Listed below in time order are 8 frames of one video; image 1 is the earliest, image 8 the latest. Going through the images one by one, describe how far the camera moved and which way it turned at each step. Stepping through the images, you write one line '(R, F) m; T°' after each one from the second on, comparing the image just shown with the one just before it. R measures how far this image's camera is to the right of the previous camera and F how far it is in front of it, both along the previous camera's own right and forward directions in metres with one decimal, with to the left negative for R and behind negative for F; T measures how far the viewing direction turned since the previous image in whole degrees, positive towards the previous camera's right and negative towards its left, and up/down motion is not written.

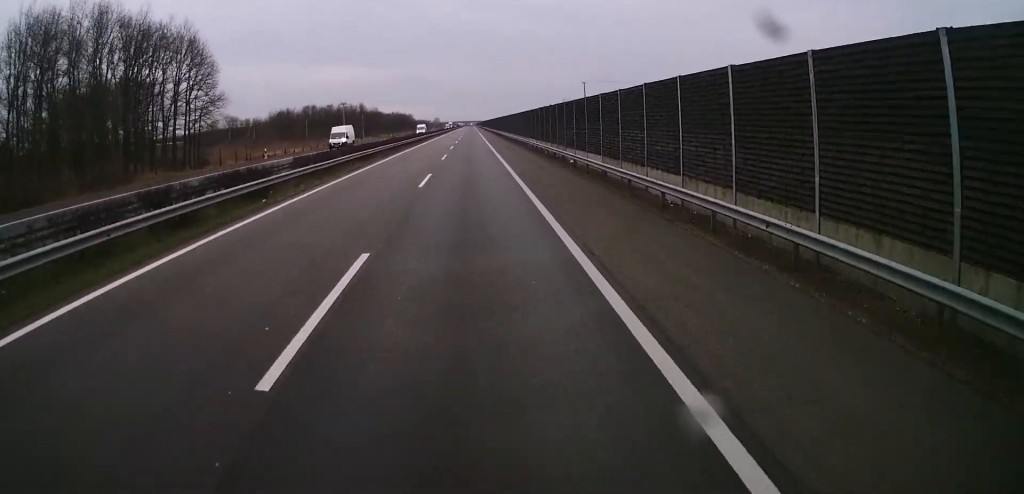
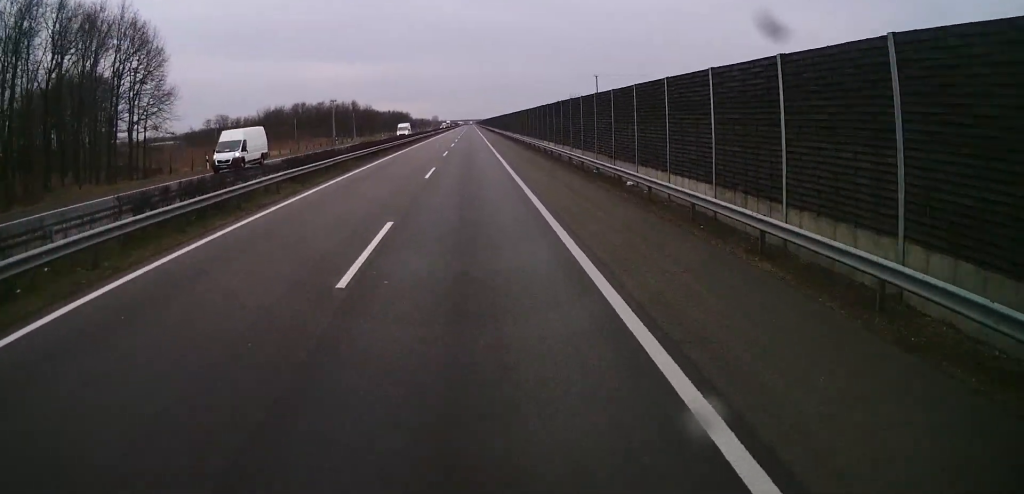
(+0.2, +14.9) m; 0°
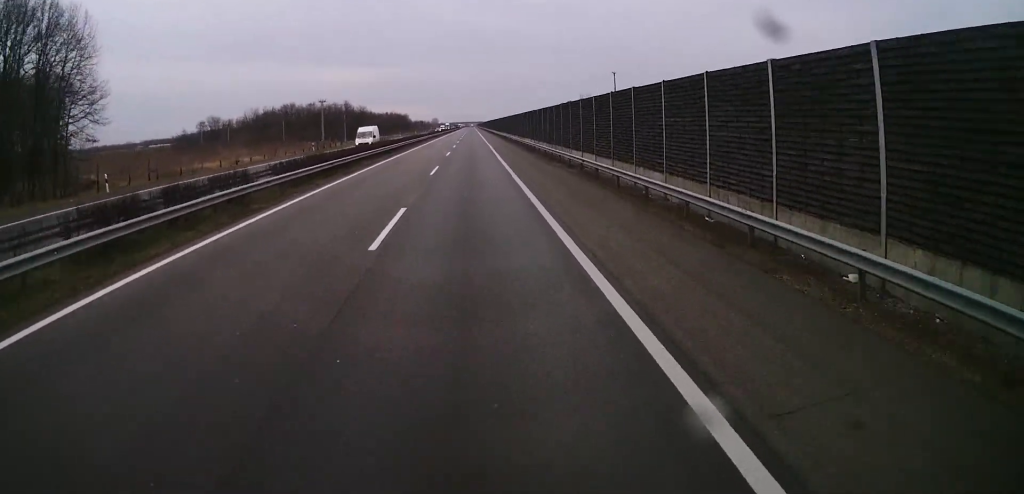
(-0.2, +15.8) m; -1°
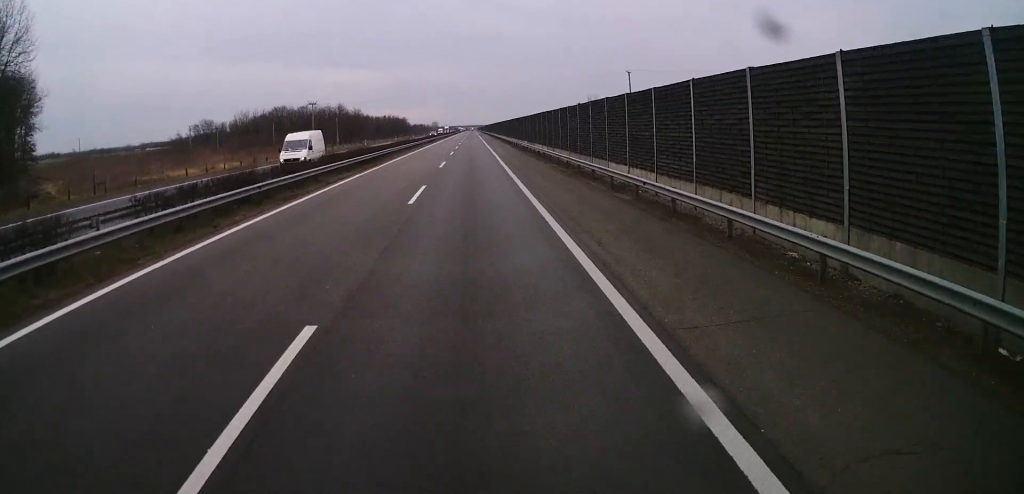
(-0.1, +11.1) m; 0°
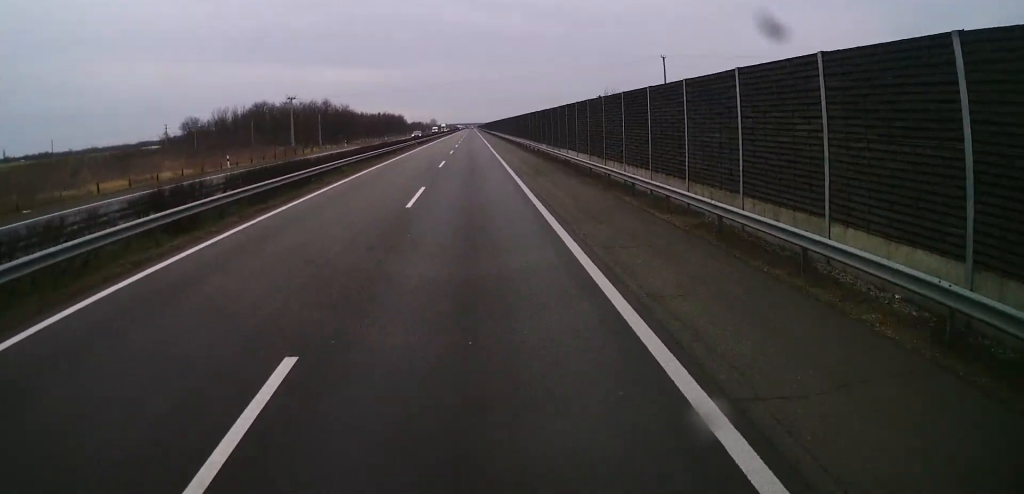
(0.0, +20.0) m; 0°
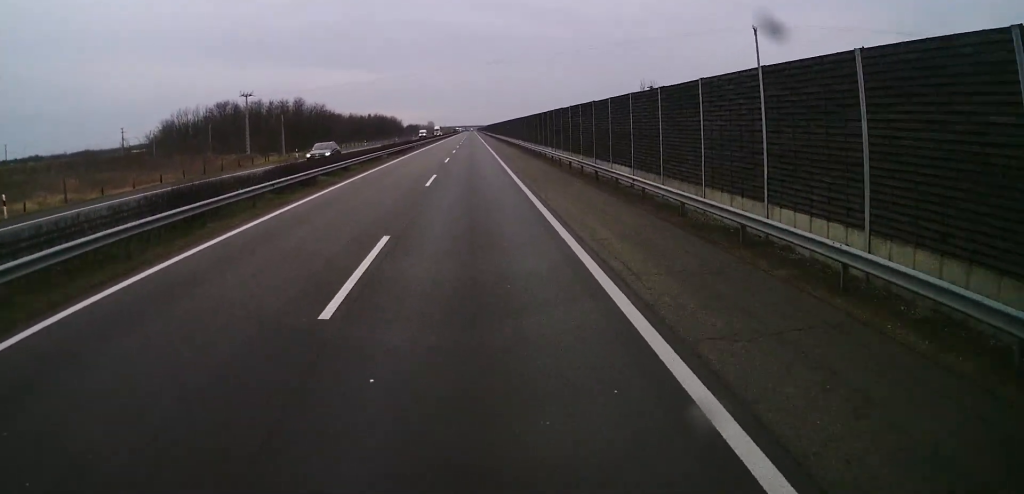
(0.0, +31.2) m; 0°
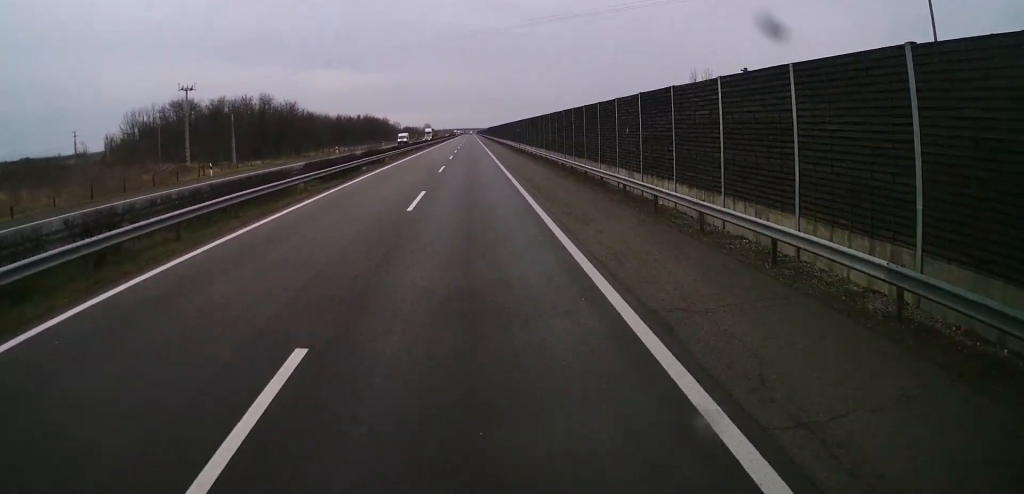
(0.0, +28.5) m; 0°
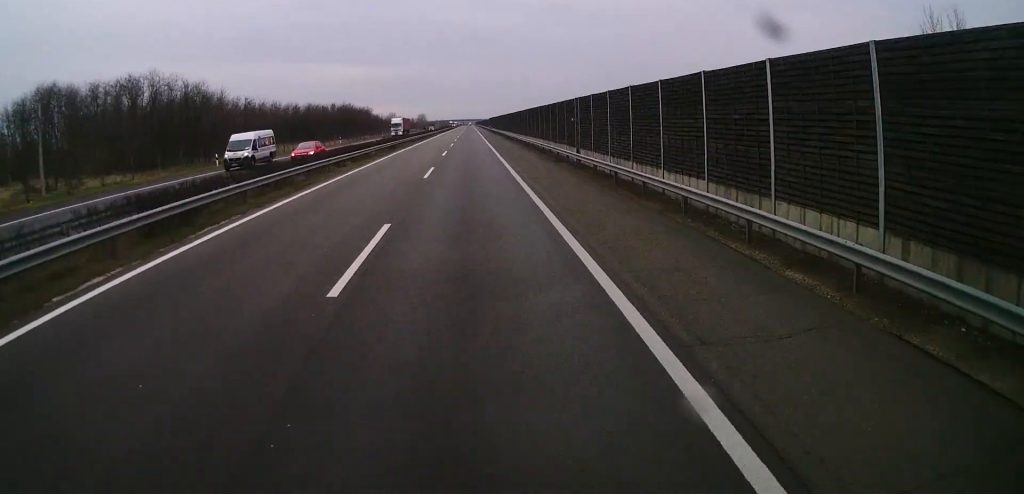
(+0.1, +49.0) m; +1°
